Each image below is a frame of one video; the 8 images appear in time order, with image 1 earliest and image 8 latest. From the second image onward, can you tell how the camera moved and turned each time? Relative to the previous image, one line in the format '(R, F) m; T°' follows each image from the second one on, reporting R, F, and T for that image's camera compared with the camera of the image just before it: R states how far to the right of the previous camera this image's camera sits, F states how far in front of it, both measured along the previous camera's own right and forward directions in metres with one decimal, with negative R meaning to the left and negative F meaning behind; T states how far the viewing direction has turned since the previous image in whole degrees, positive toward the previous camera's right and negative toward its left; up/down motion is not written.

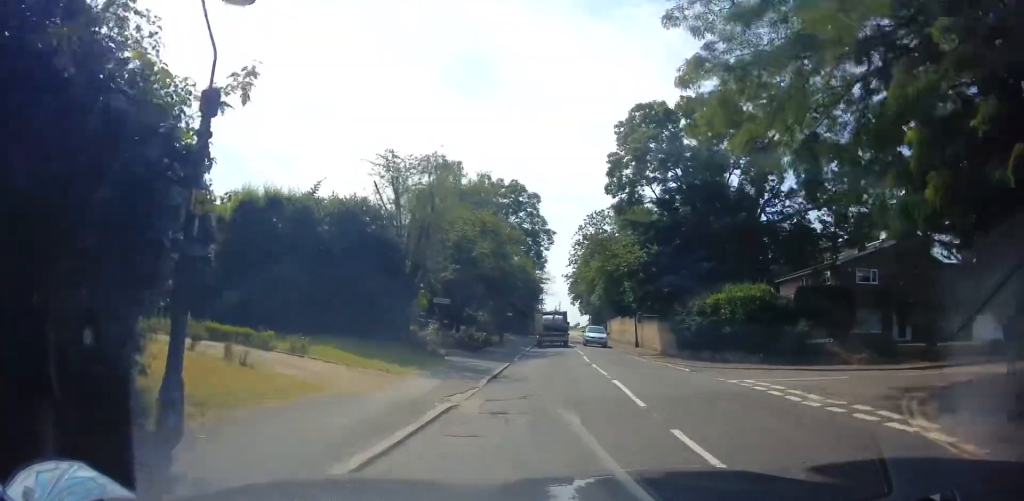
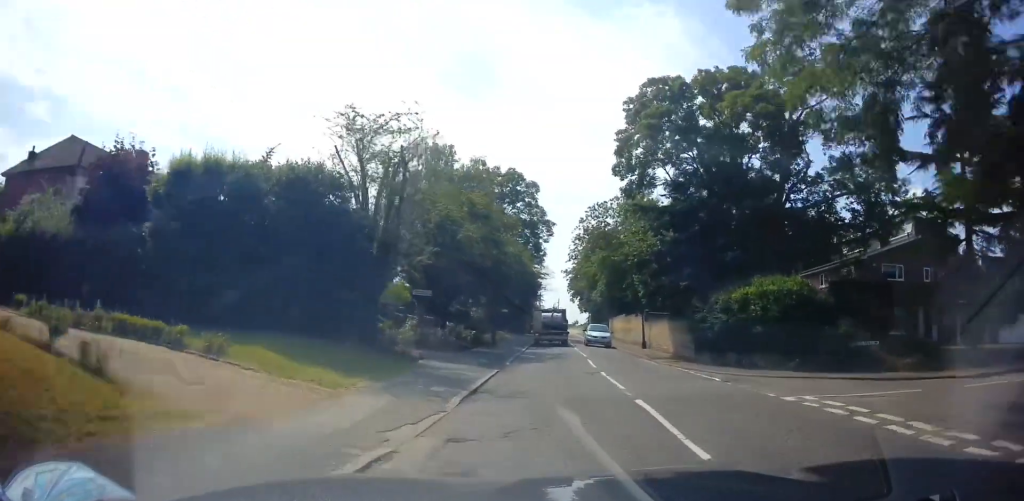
(0.0, +3.5) m; 0°
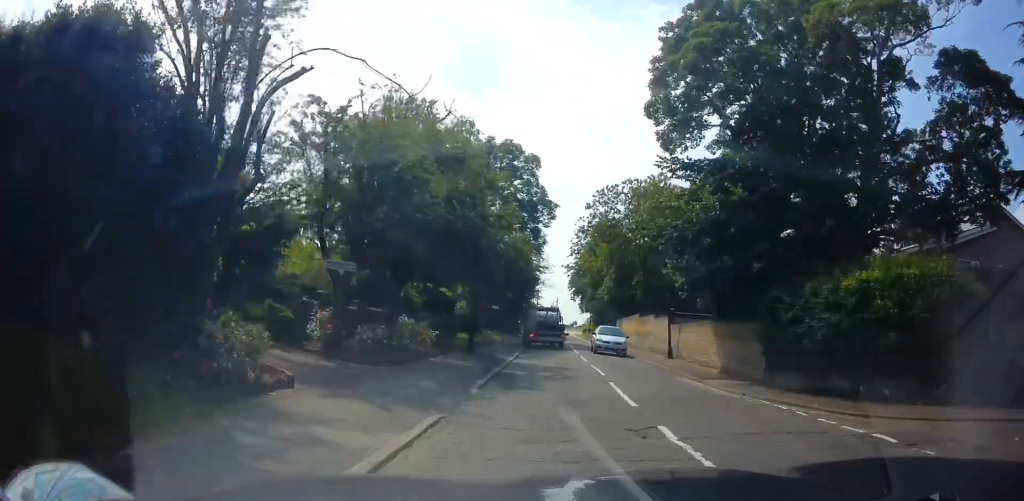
(-0.1, +7.8) m; +1°
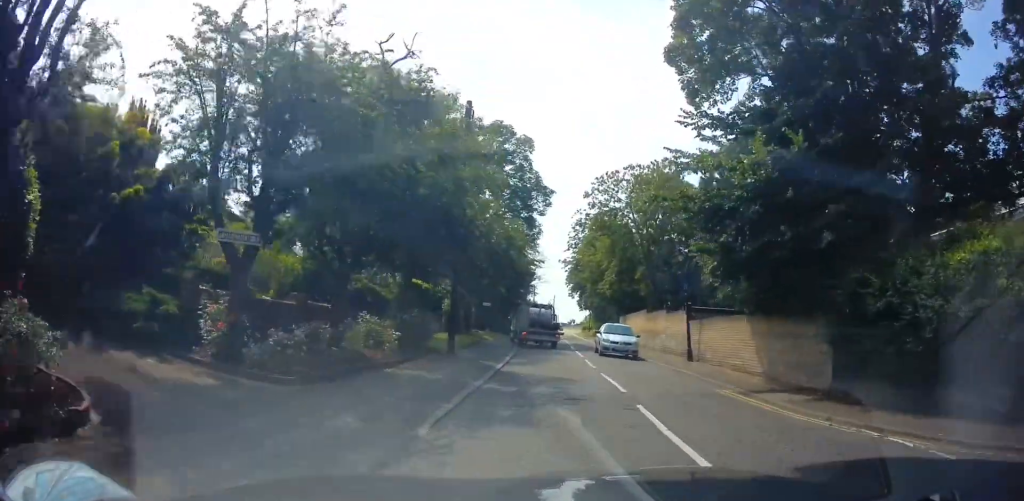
(+0.2, +3.9) m; 0°
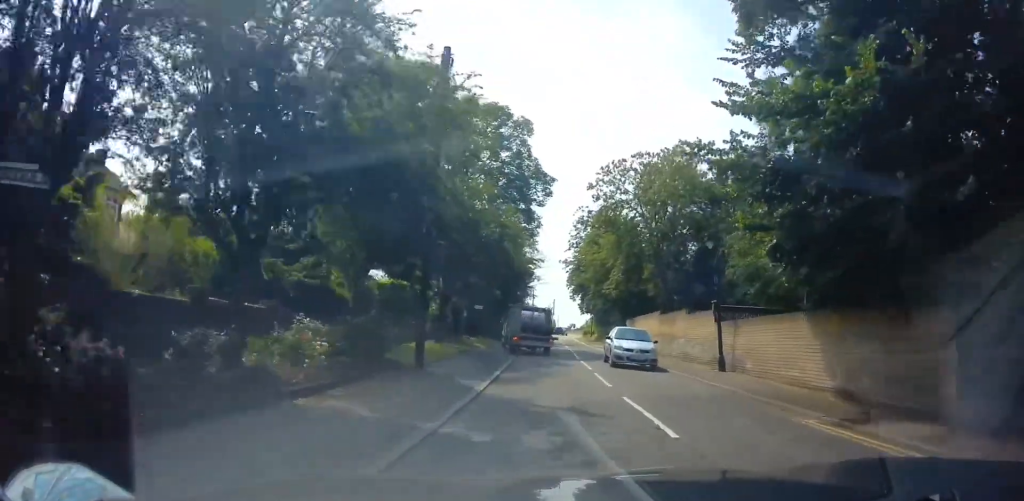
(+0.2, +4.3) m; -1°
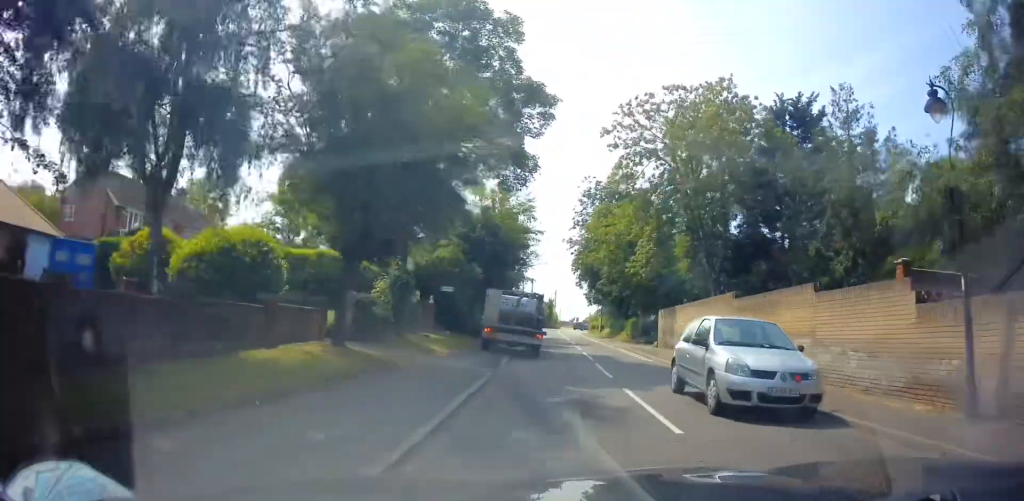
(-0.3, +11.1) m; +1°
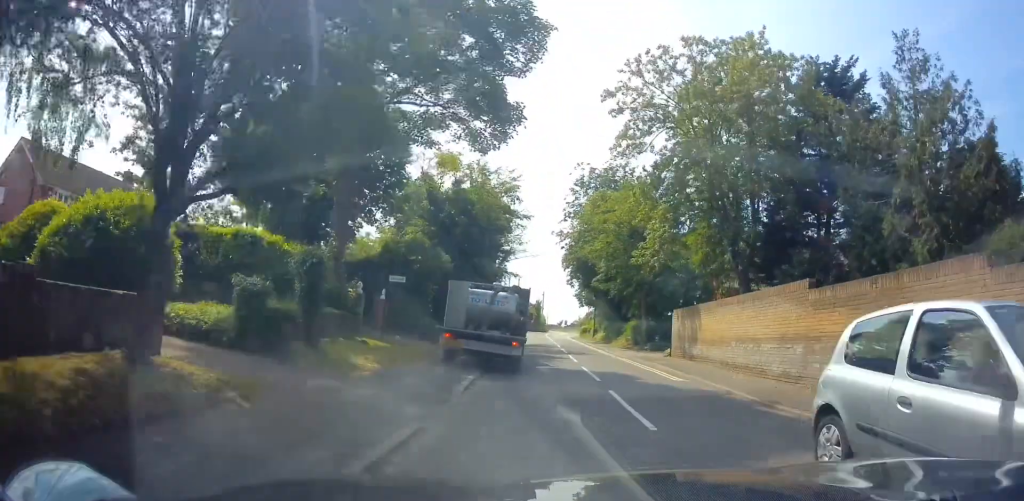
(+0.1, +5.8) m; +2°
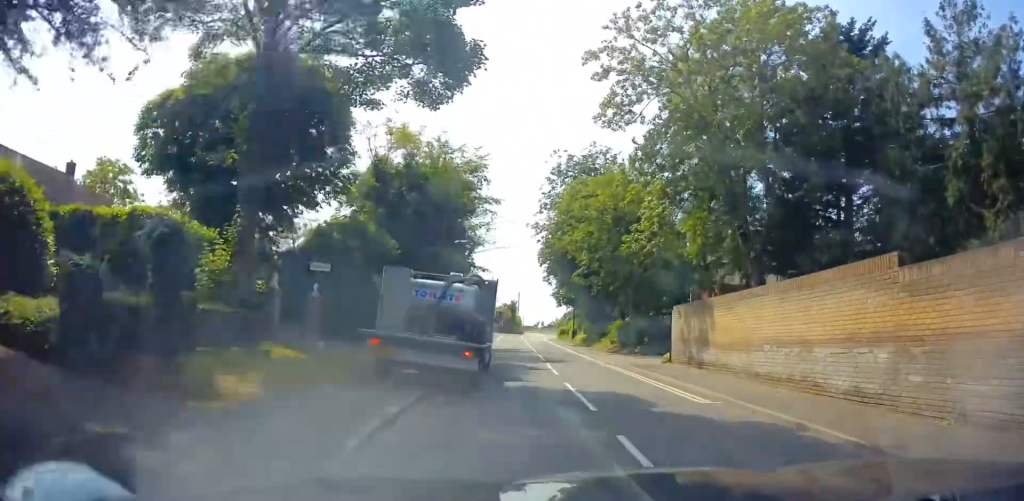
(0.0, +4.4) m; +1°
